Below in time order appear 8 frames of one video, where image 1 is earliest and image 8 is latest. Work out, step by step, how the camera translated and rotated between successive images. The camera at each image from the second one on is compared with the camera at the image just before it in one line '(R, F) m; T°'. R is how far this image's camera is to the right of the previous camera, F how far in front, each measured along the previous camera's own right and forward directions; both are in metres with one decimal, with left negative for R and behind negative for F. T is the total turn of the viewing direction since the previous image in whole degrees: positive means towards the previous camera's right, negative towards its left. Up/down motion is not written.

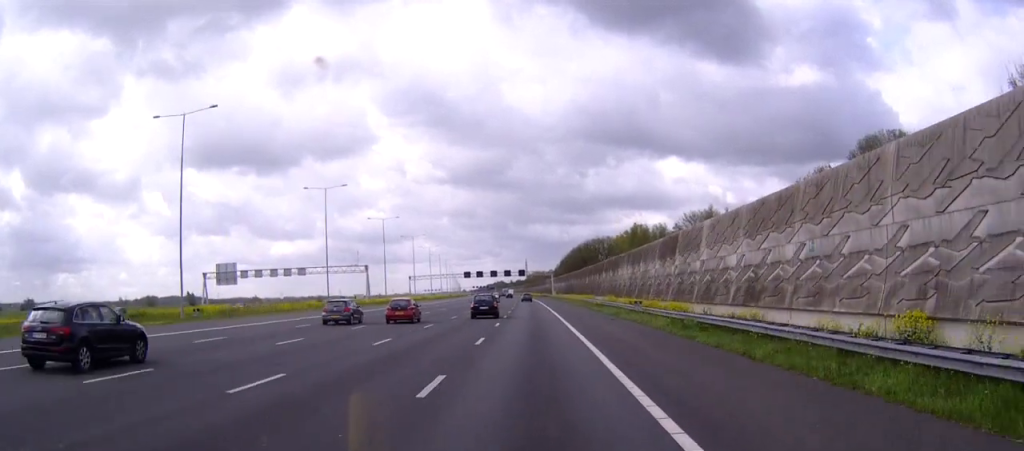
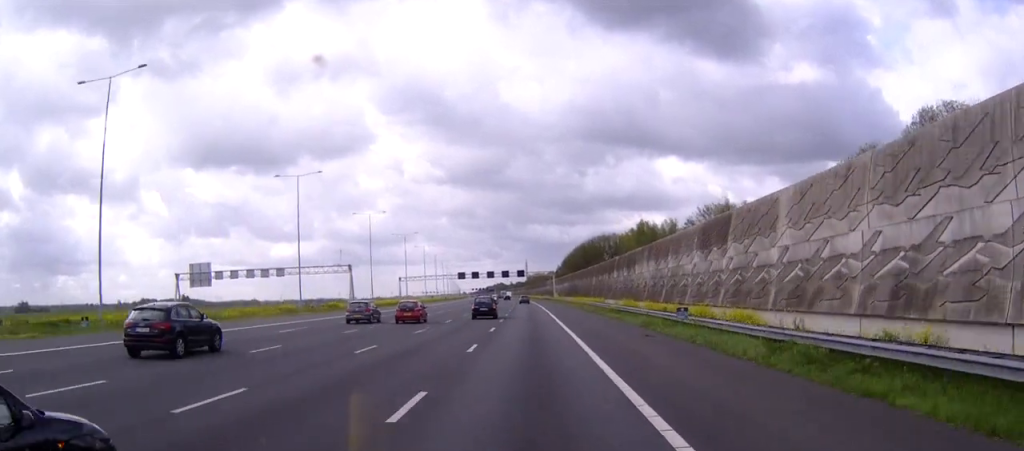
(0.0, +14.4) m; 0°
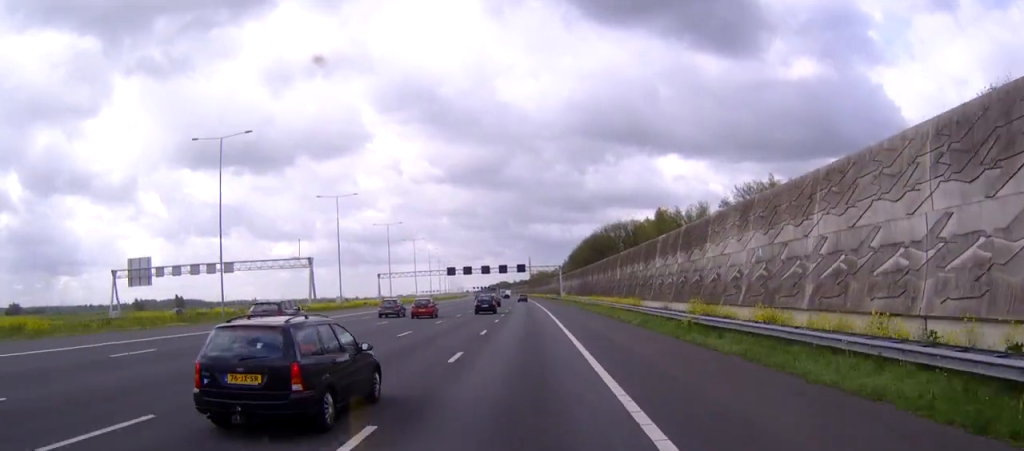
(+0.1, +28.3) m; 0°
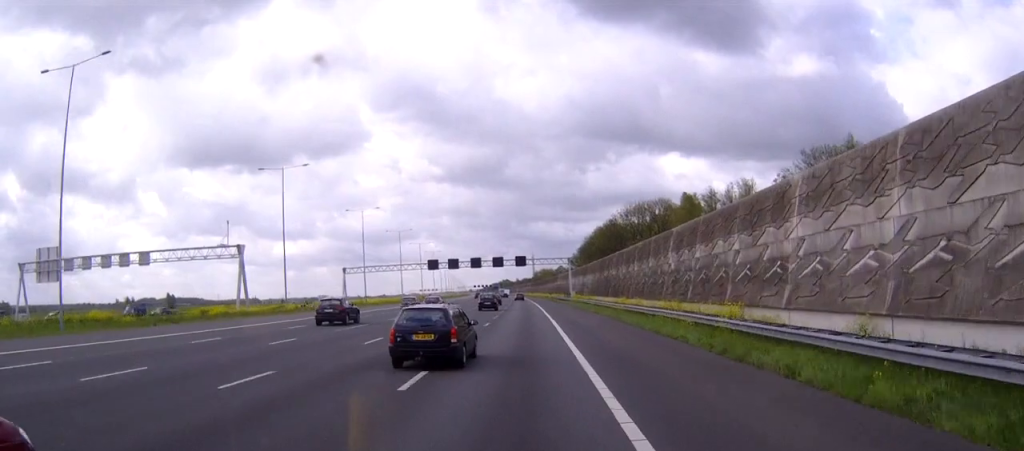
(-0.1, +30.5) m; -1°
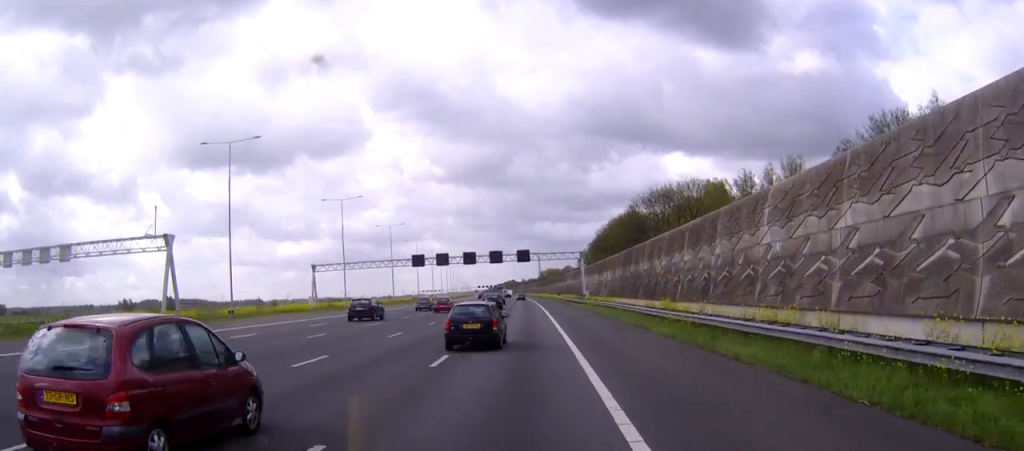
(-0.1, +20.5) m; 0°
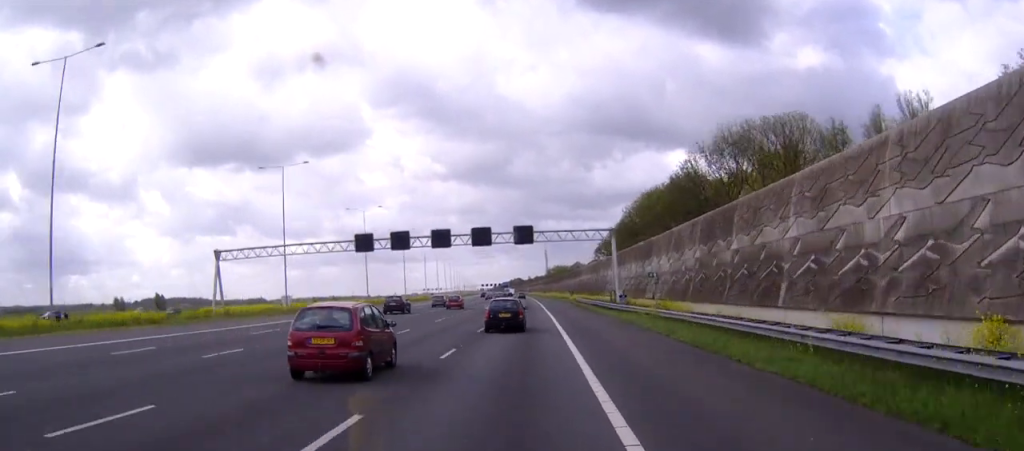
(-0.1, +35.3) m; 0°
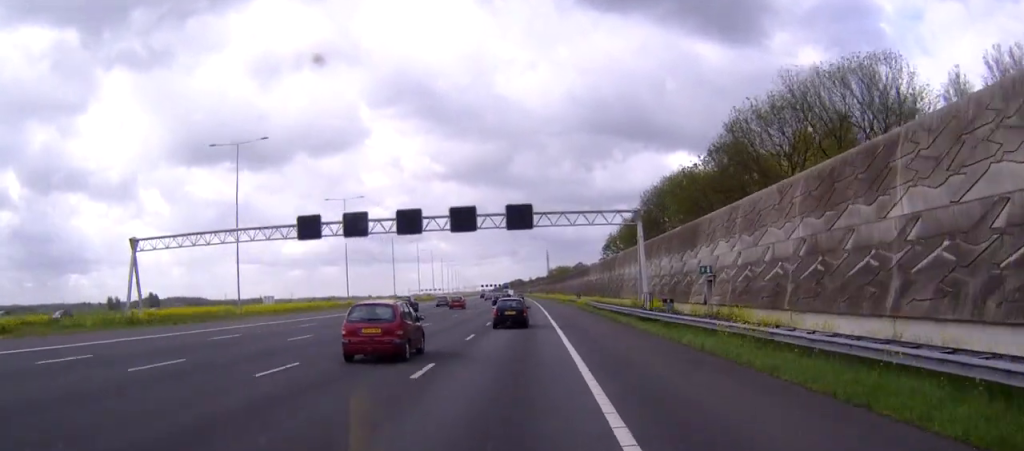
(0.0, +16.8) m; 0°
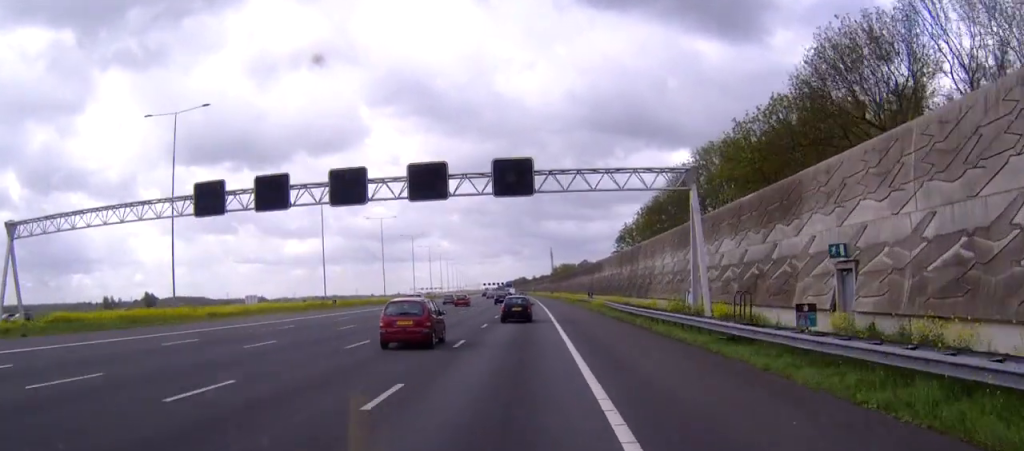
(-0.1, +16.7) m; 0°
